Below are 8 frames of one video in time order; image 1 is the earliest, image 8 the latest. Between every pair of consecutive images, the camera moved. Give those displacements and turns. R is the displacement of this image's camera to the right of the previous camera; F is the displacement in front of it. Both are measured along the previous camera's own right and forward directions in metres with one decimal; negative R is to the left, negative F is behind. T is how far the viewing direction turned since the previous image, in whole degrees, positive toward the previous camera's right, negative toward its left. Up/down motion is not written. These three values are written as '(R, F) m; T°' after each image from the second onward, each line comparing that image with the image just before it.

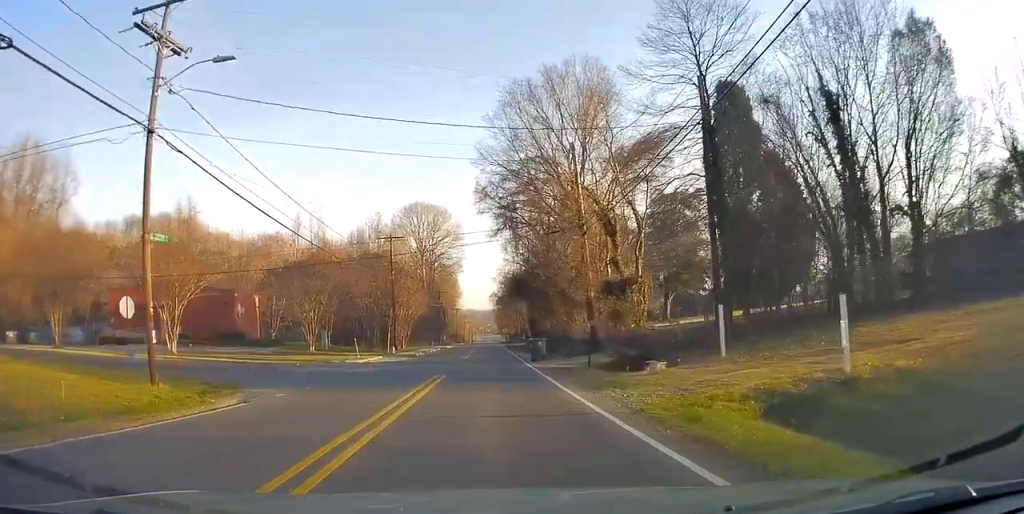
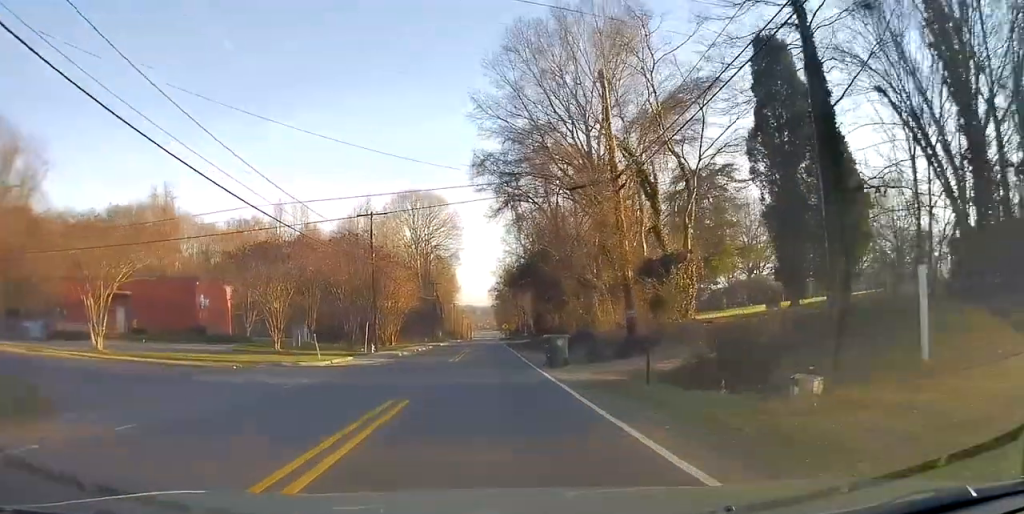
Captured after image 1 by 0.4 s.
(+0.1, +8.5) m; 0°
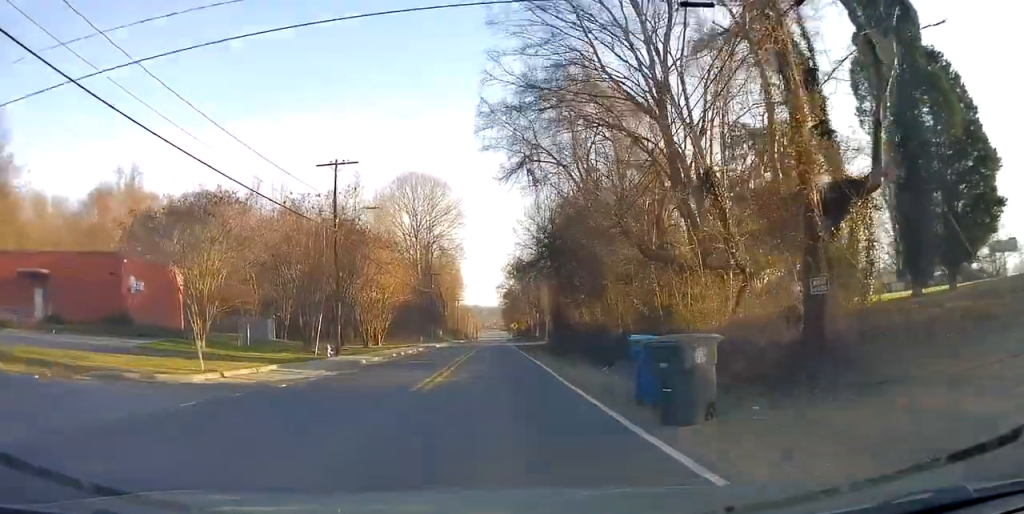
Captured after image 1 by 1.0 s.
(-0.1, +13.0) m; -1°
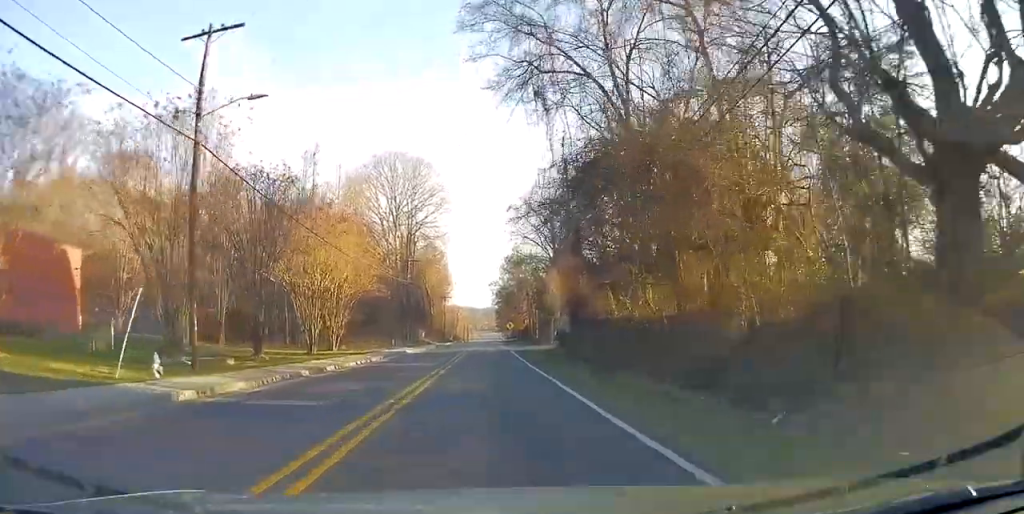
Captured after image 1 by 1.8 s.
(-0.1, +15.4) m; 0°
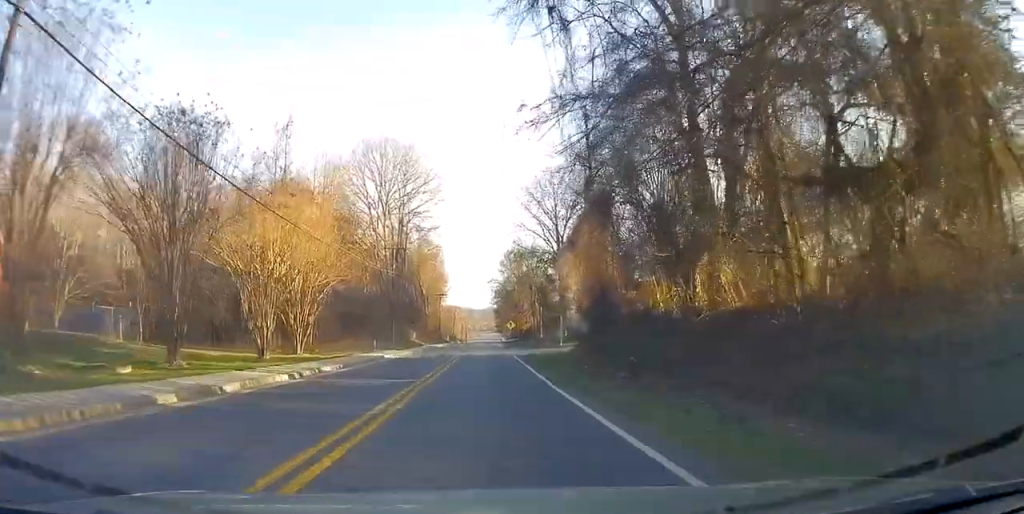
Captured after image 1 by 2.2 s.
(-0.2, +8.5) m; +1°
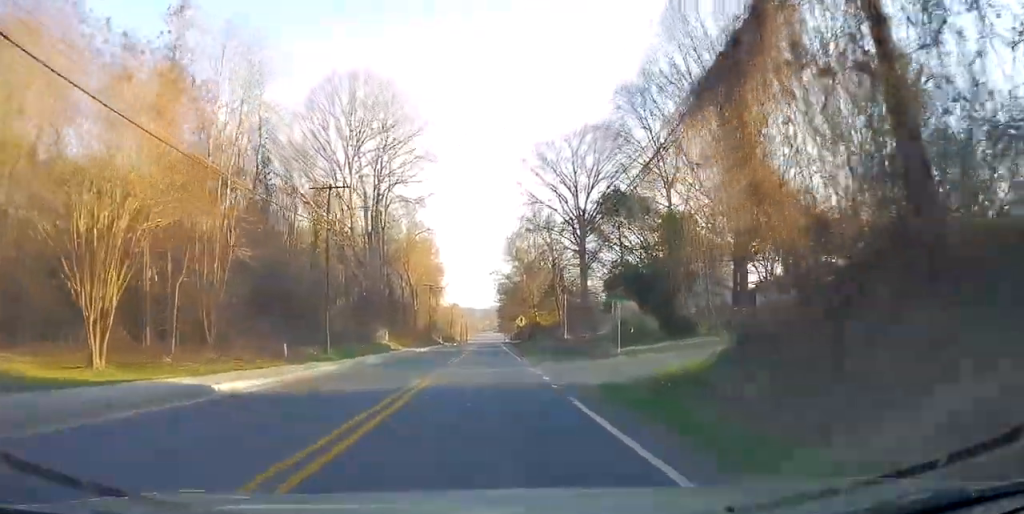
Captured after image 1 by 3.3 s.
(+0.5, +21.8) m; +1°
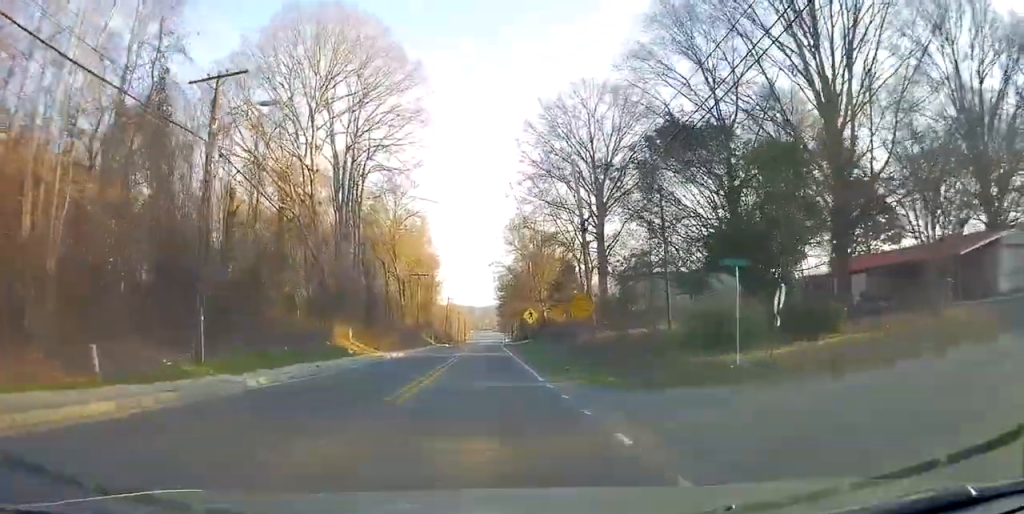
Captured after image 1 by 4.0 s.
(-0.1, +13.9) m; 0°
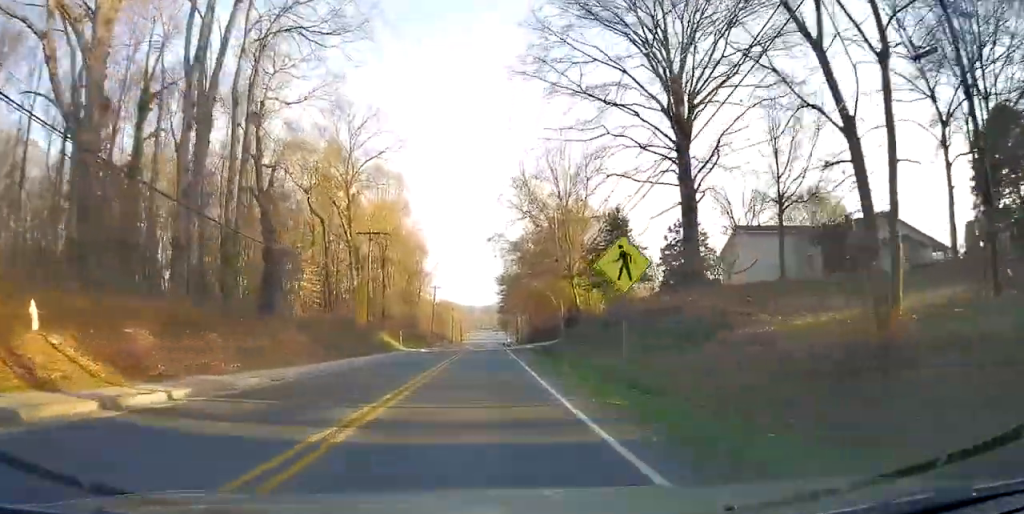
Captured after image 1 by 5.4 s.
(-0.3, +29.3) m; +1°
